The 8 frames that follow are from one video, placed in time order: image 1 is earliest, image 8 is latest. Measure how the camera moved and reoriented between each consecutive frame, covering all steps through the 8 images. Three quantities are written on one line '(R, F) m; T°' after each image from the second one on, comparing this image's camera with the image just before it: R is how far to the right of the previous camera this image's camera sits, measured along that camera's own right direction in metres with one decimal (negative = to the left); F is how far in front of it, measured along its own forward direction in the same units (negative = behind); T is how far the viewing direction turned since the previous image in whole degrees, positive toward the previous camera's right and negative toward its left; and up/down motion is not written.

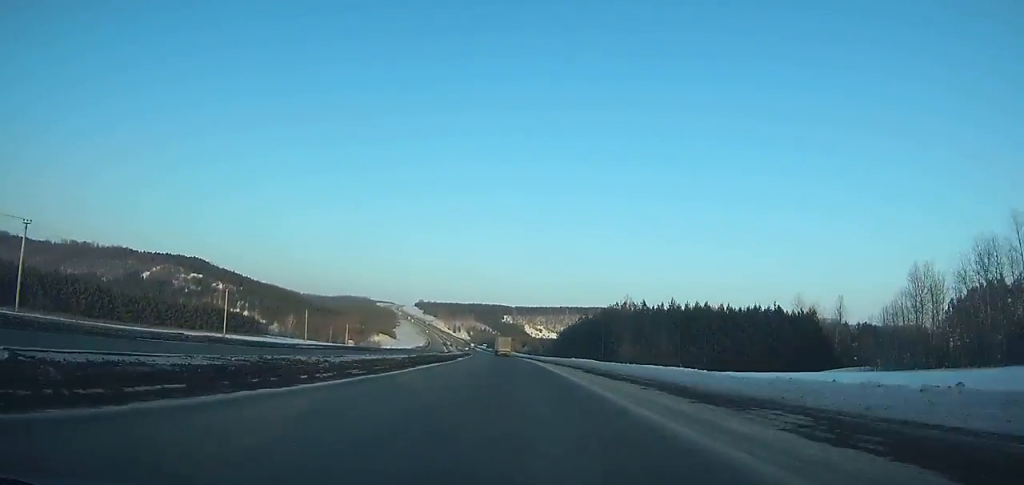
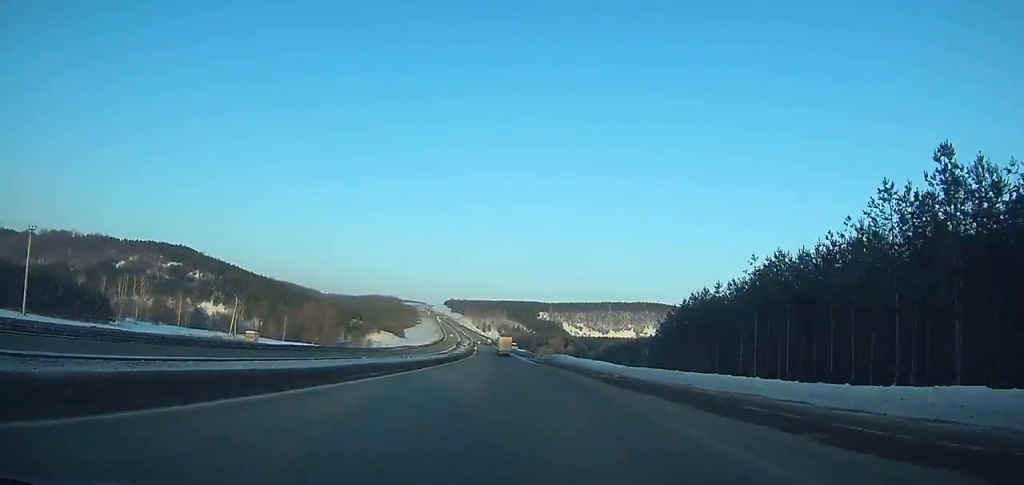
(-3.1, +104.0) m; -3°
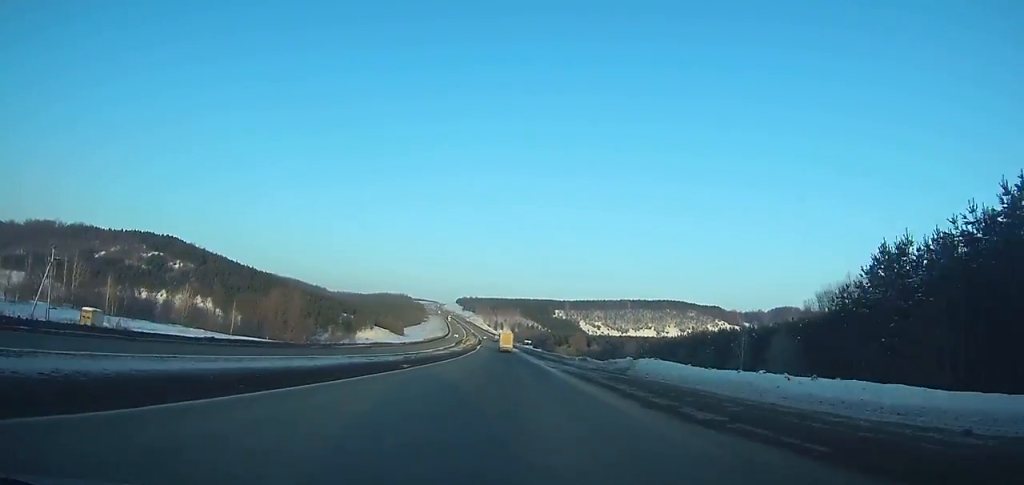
(-0.7, +50.0) m; -1°
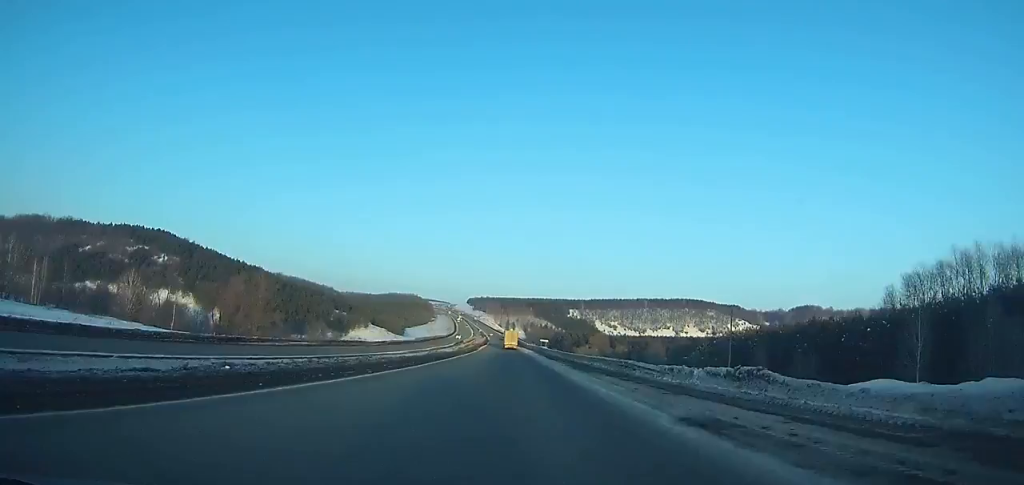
(-0.2, +36.3) m; -1°
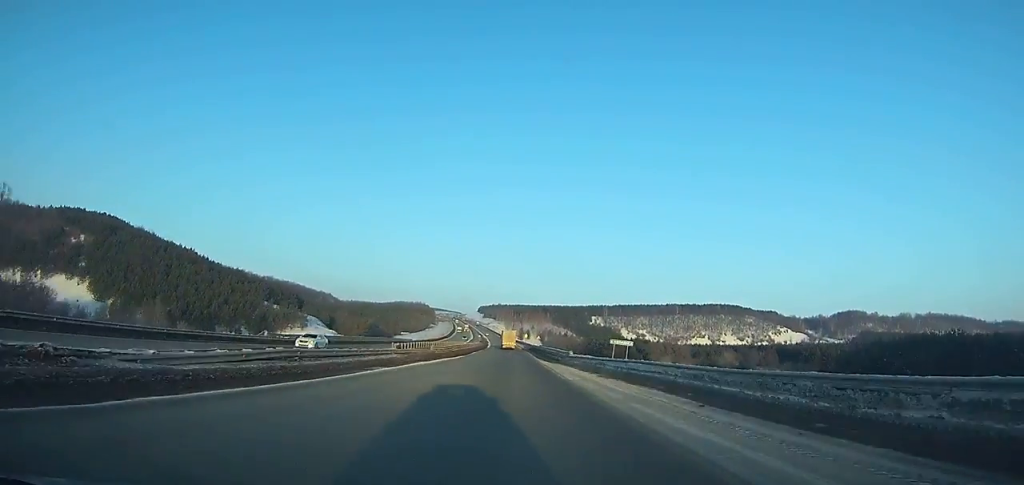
(-1.2, +98.4) m; -1°
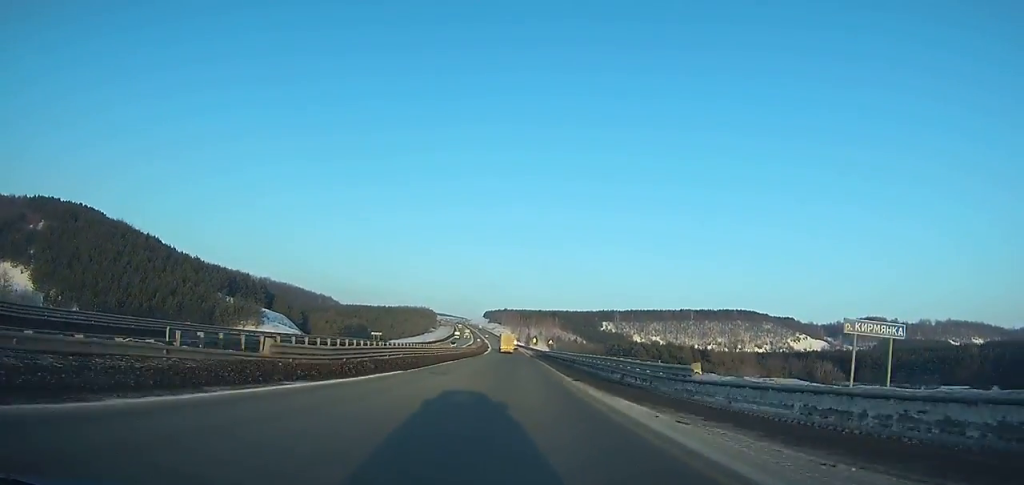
(-0.2, +36.6) m; 0°
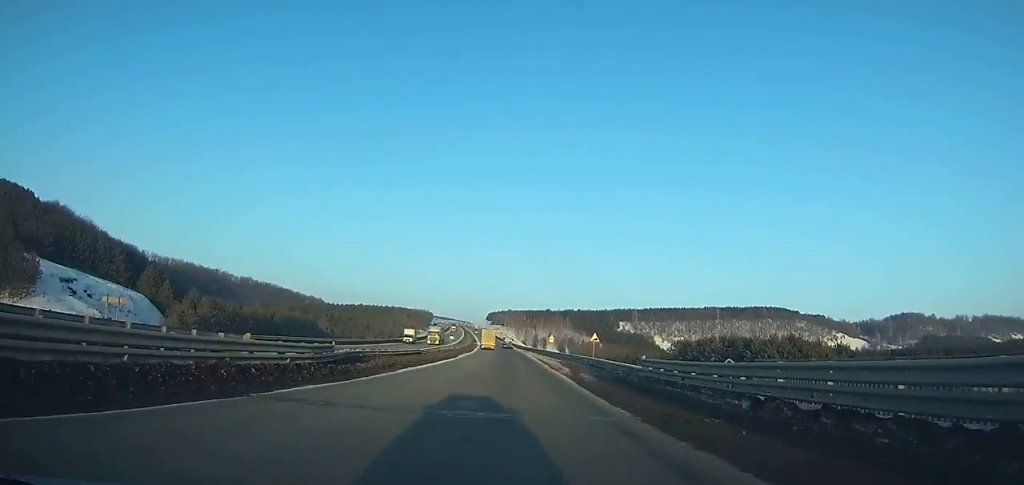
(-0.6, +78.4) m; -1°
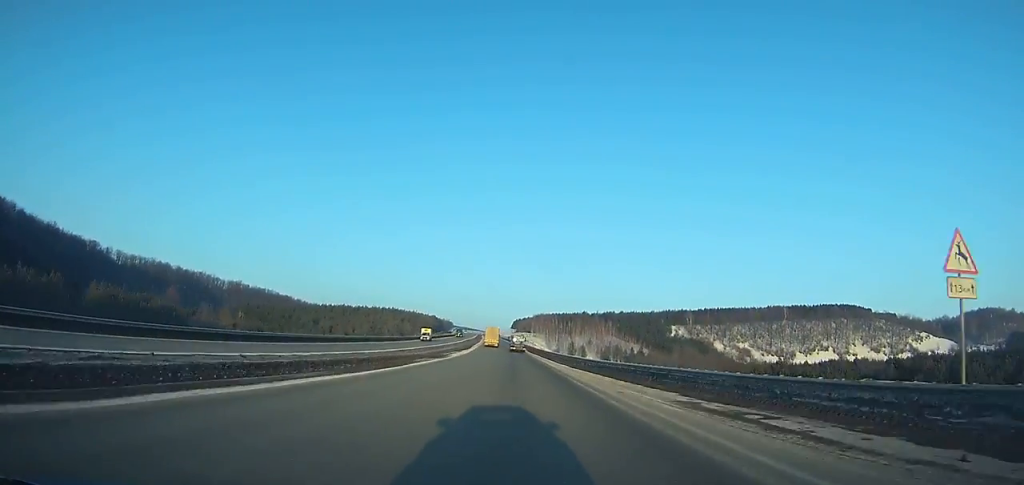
(-2.4, +107.2) m; -3°
